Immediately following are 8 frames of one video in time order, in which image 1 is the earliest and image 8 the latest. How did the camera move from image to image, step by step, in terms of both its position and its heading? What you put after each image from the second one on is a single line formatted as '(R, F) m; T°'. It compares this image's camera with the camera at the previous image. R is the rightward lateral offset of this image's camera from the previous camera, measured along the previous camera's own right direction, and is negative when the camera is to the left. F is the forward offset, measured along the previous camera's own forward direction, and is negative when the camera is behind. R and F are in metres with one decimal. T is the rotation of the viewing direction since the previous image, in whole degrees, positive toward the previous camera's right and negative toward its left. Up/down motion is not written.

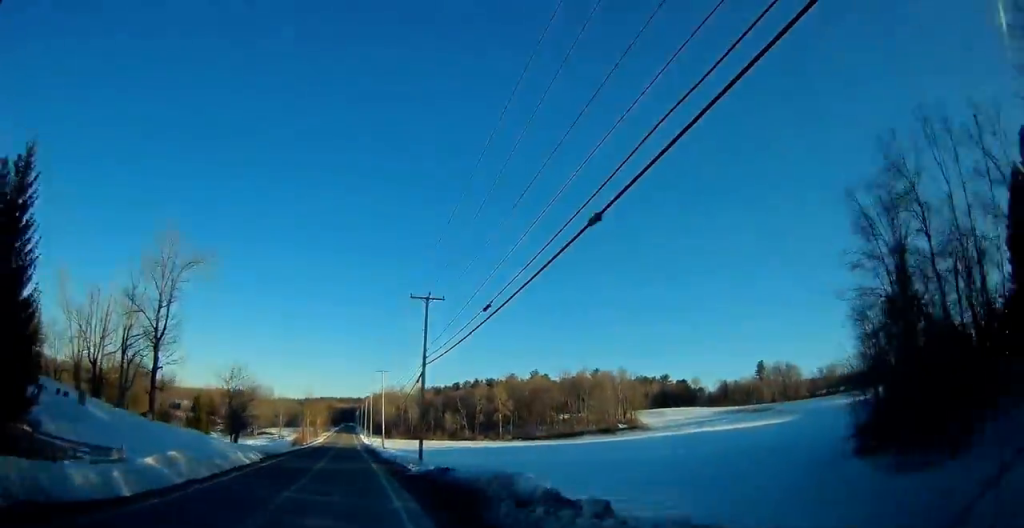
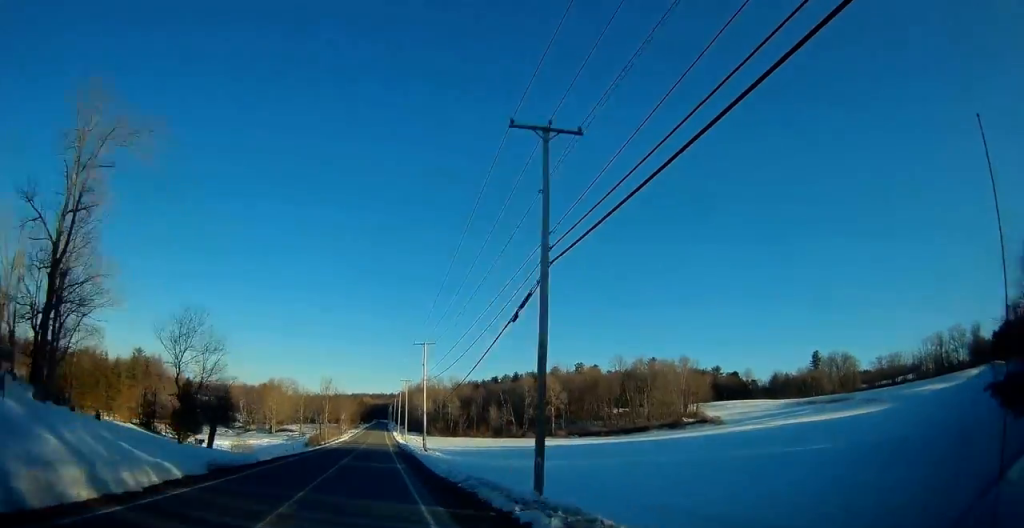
(-0.2, +23.4) m; -2°
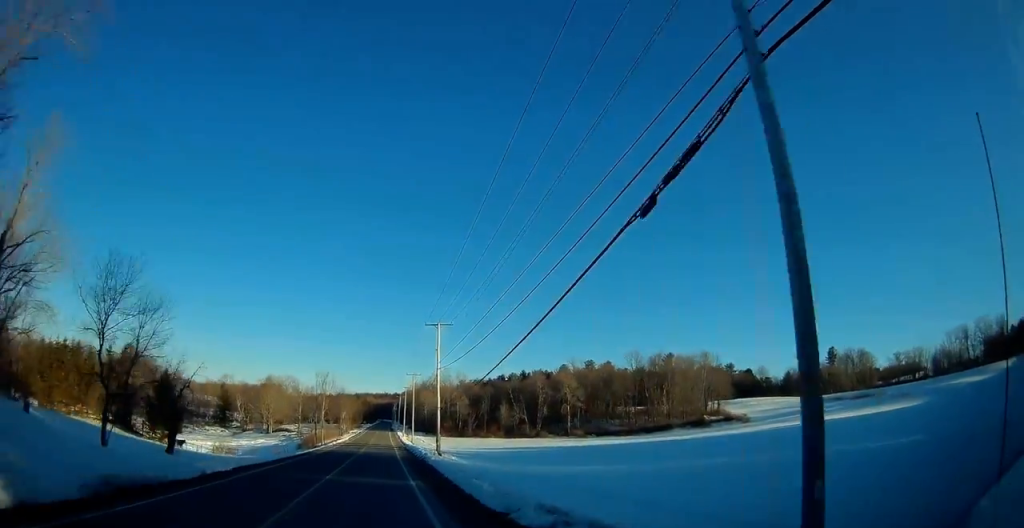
(-0.2, +11.1) m; 0°
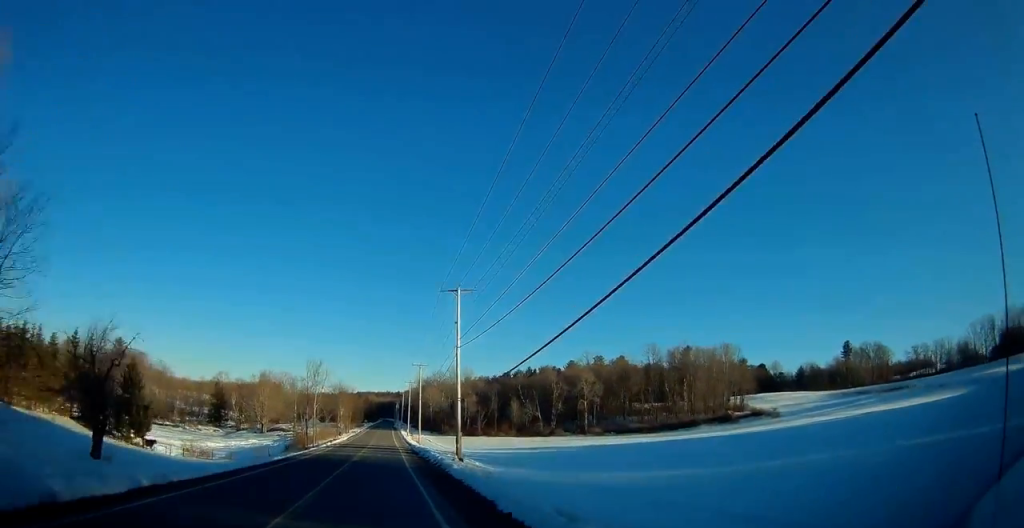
(-0.3, +11.9) m; 0°
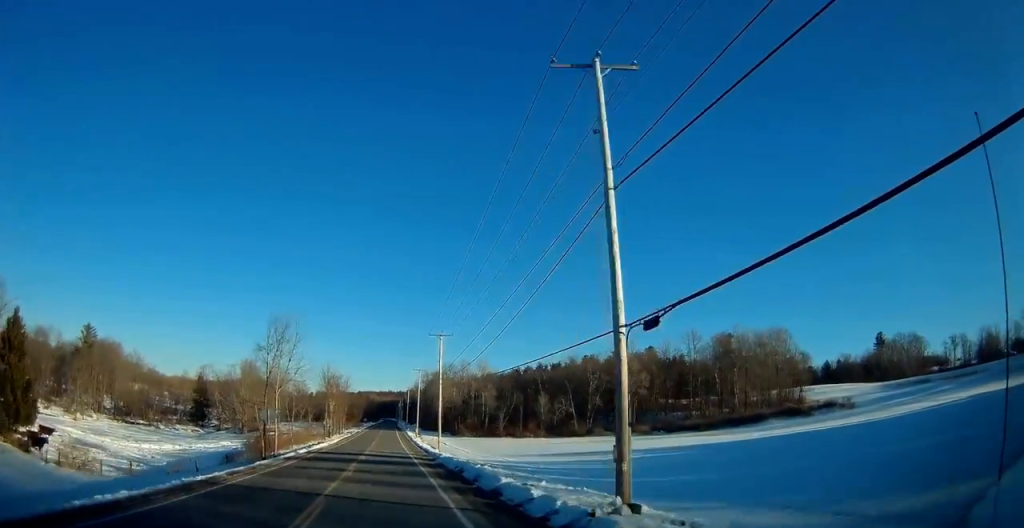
(+0.4, +25.7) m; 0°
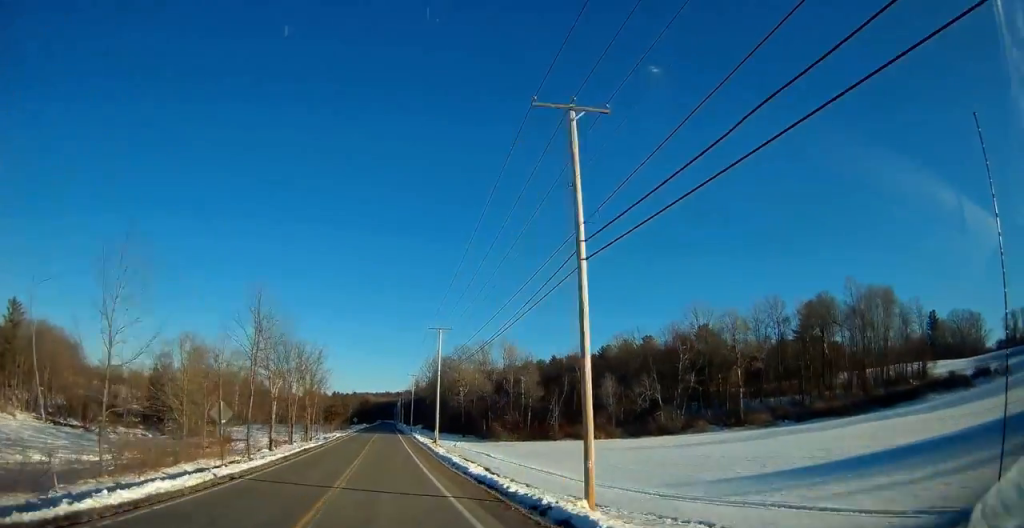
(-0.4, +42.0) m; 0°
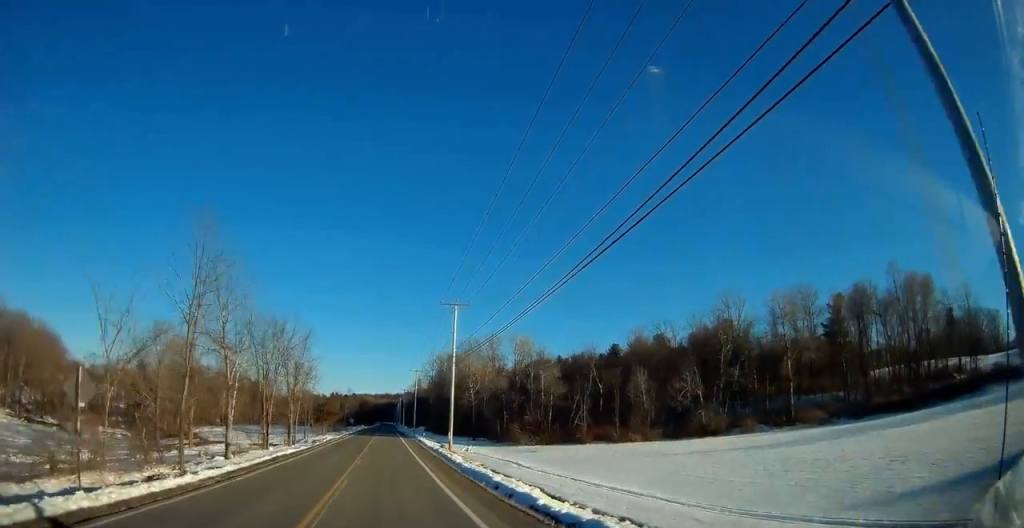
(+0.1, +12.0) m; 0°
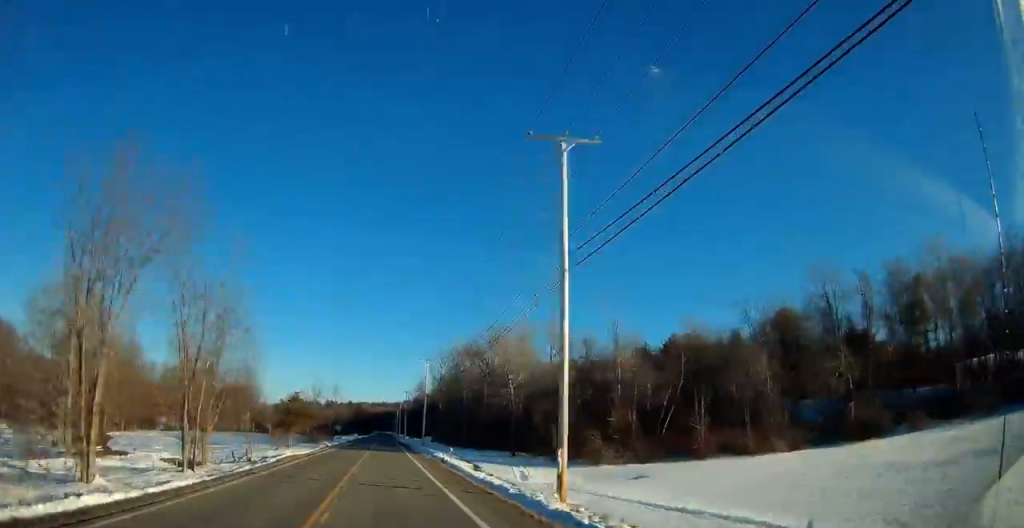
(0.0, +28.5) m; 0°
